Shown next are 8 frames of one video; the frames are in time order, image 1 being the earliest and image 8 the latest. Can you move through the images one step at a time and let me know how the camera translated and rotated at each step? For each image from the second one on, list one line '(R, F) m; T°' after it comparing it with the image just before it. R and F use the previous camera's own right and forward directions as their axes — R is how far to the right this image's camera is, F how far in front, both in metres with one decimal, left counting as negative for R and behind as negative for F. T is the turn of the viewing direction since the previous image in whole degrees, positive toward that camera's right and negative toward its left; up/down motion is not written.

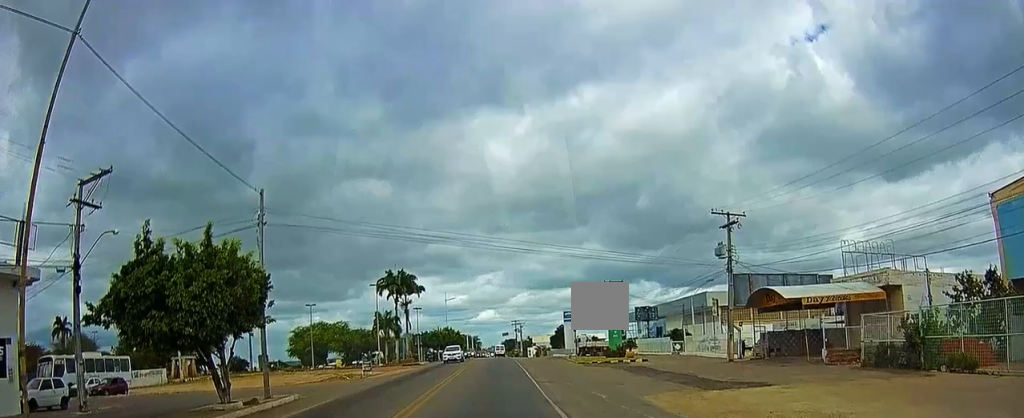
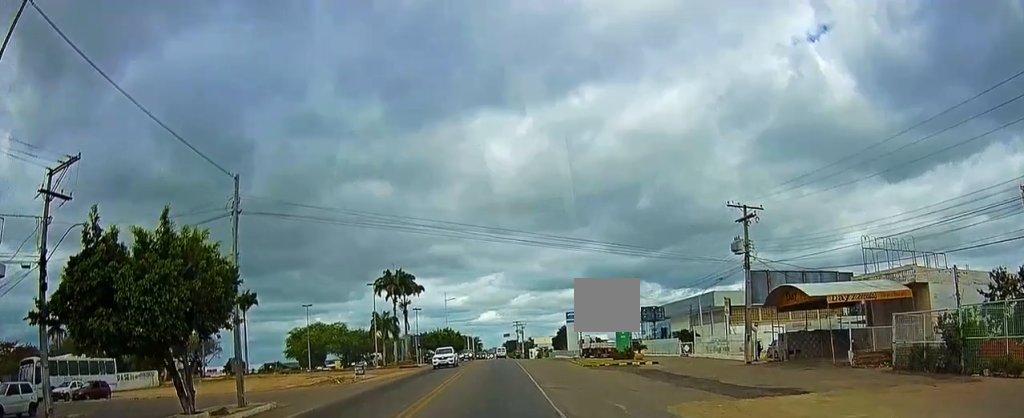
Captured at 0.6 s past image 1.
(0.0, +2.2) m; -2°
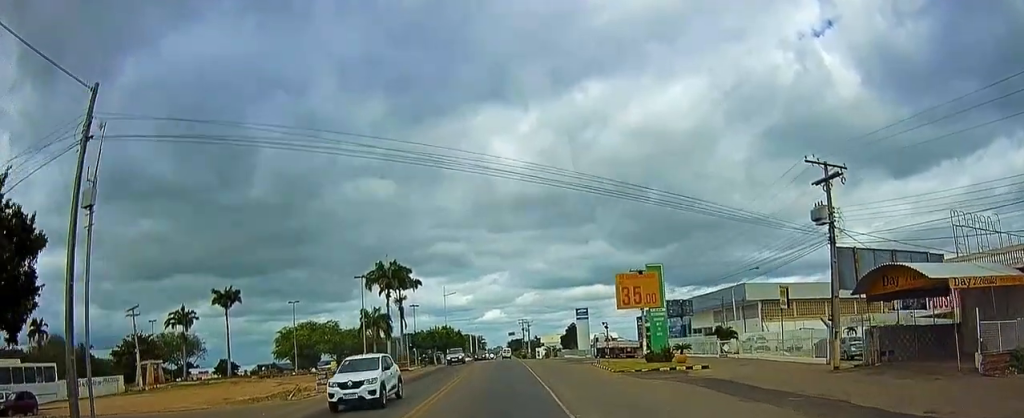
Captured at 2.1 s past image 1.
(-0.4, +6.1) m; 0°
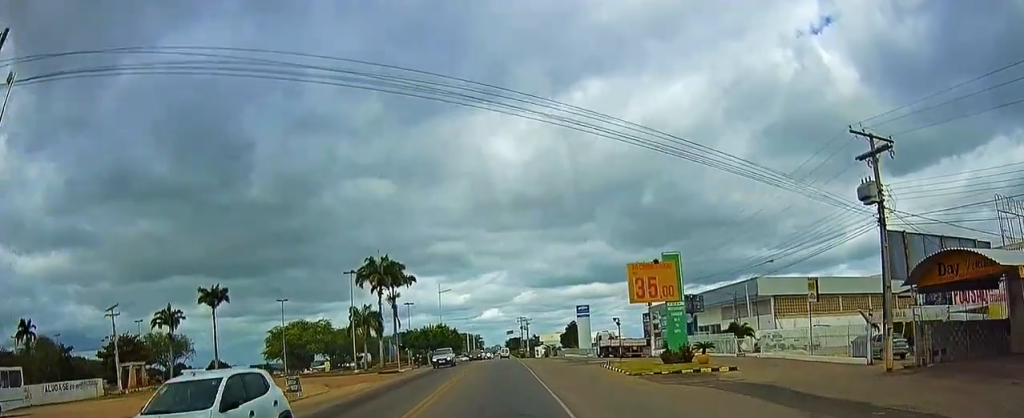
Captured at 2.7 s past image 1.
(+0.2, +2.6) m; 0°
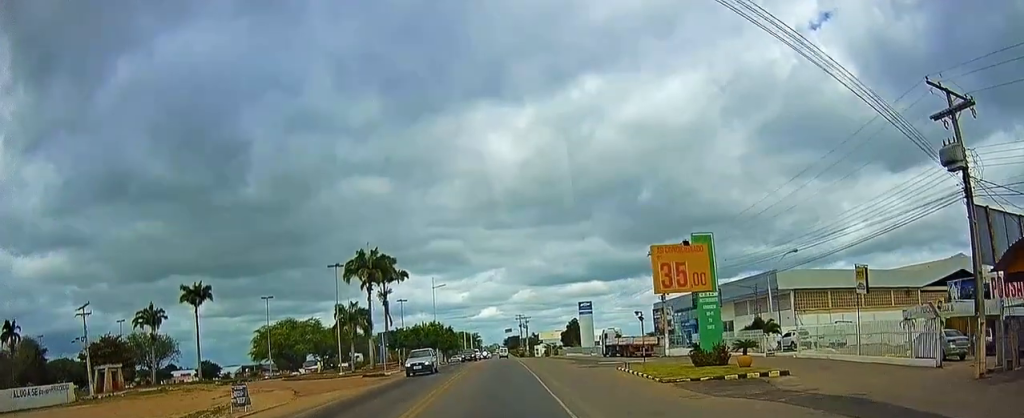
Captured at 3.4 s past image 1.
(+0.4, +3.7) m; -1°
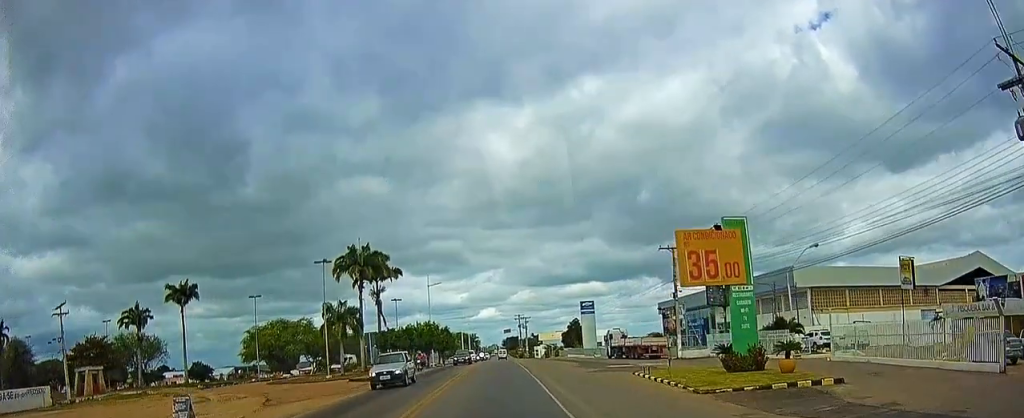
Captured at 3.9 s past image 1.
(-0.5, +3.4) m; -1°
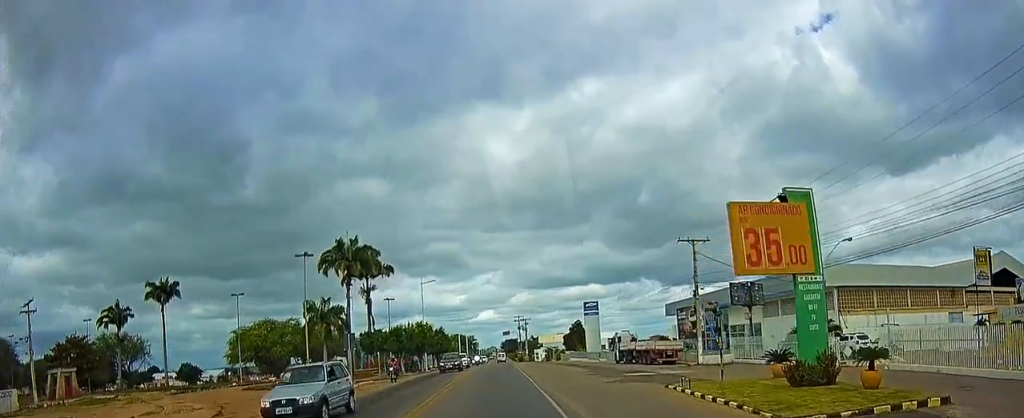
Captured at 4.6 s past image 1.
(-0.1, +4.8) m; +2°
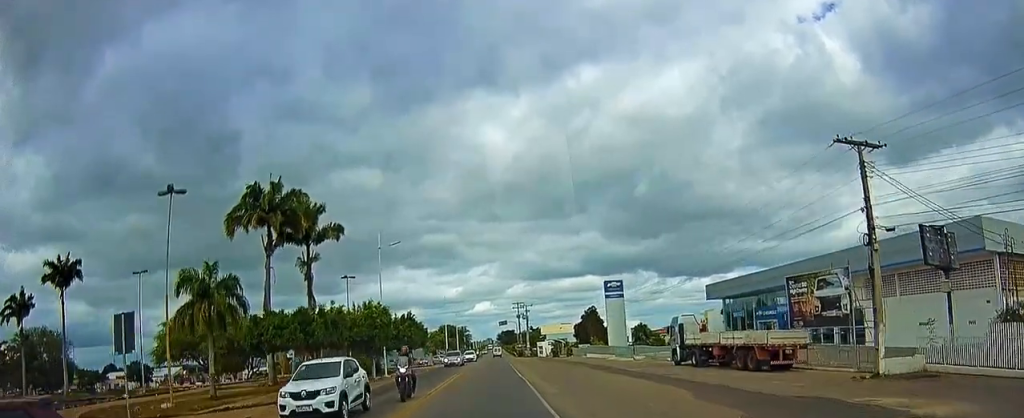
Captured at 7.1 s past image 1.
(+0.9, +19.6) m; 0°
